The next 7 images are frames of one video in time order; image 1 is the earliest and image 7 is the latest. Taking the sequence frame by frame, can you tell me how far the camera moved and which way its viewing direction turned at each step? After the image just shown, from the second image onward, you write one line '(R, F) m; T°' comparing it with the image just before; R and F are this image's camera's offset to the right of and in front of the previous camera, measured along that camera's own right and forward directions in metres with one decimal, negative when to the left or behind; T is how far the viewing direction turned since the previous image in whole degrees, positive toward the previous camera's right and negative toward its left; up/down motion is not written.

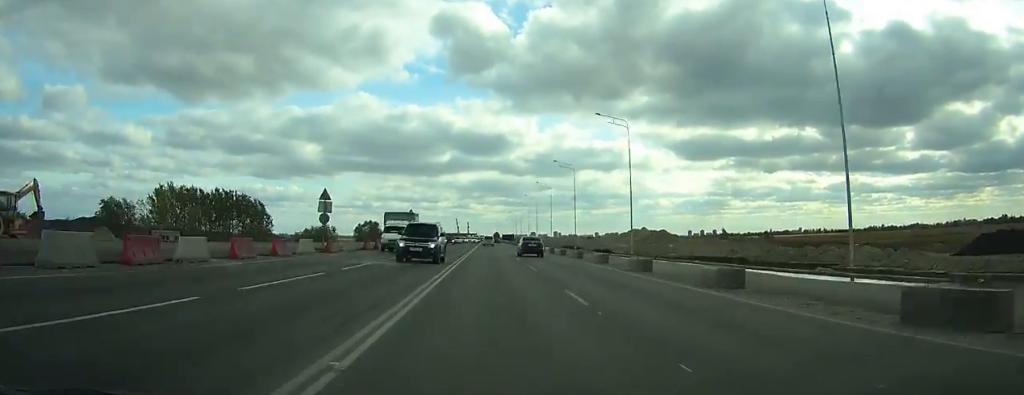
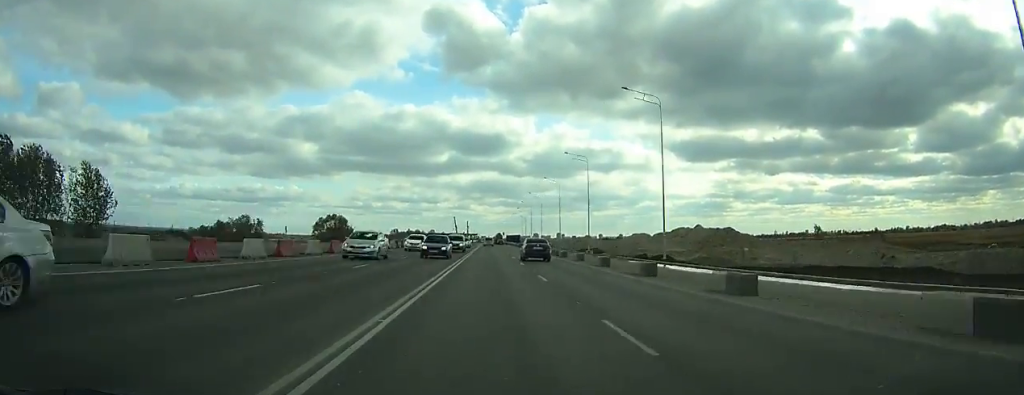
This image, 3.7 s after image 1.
(-0.2, +74.2) m; 0°
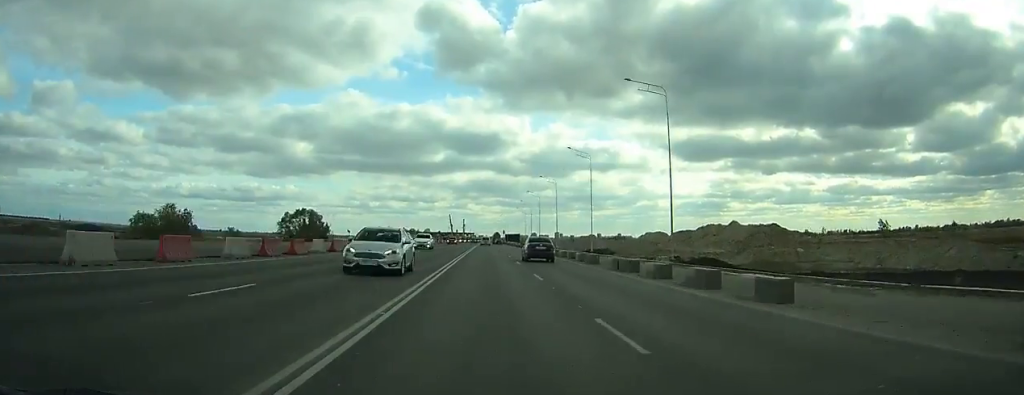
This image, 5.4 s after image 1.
(0.0, +34.7) m; 0°
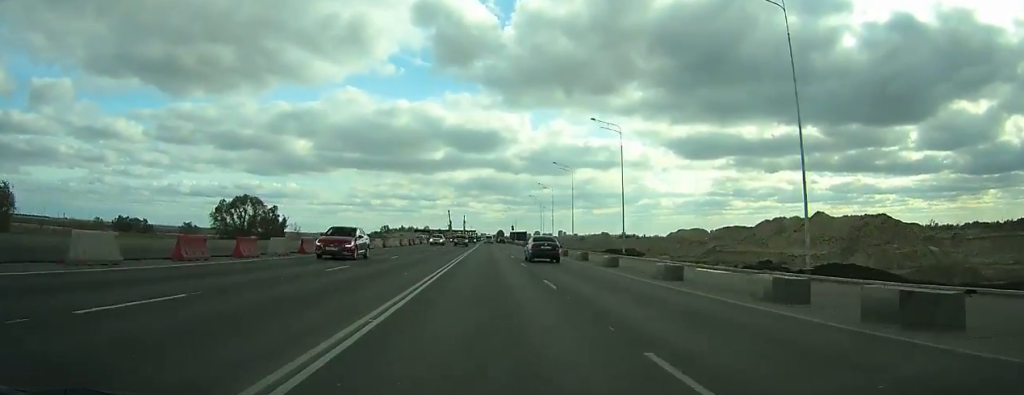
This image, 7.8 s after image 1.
(+0.1, +49.2) m; 0°
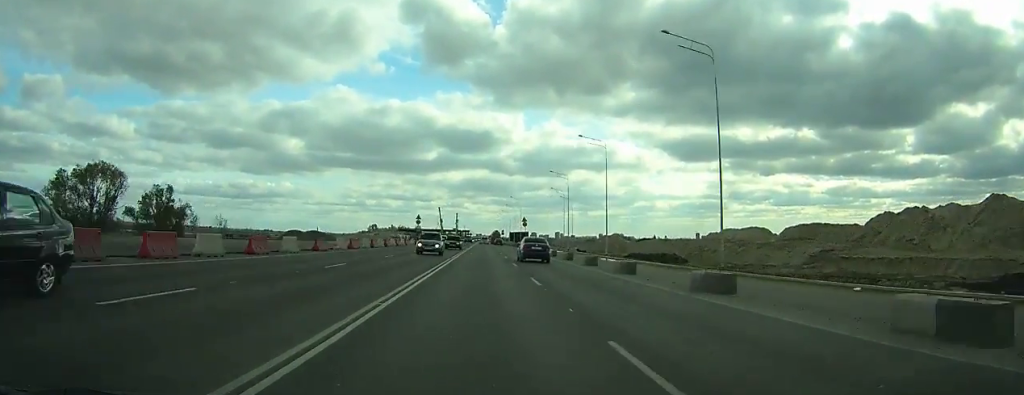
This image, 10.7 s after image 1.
(+0.1, +58.7) m; +1°
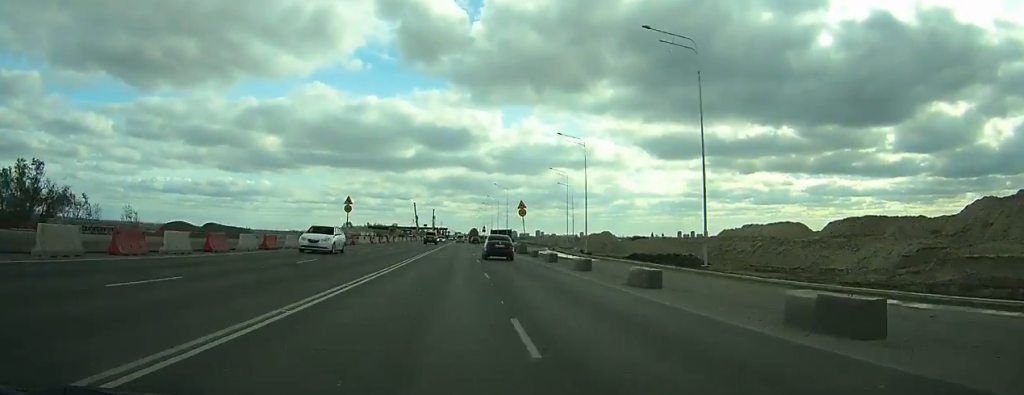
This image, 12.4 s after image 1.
(+0.2, +33.7) m; 0°
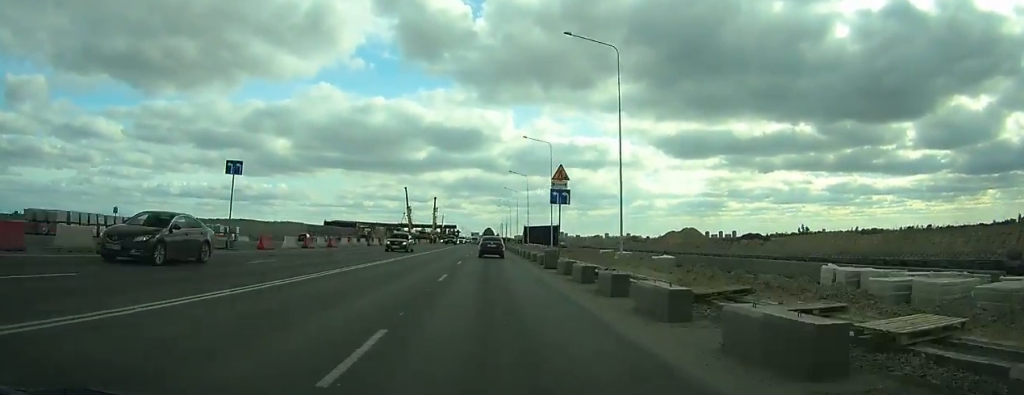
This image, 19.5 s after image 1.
(-0.6, +134.0) m; -1°
